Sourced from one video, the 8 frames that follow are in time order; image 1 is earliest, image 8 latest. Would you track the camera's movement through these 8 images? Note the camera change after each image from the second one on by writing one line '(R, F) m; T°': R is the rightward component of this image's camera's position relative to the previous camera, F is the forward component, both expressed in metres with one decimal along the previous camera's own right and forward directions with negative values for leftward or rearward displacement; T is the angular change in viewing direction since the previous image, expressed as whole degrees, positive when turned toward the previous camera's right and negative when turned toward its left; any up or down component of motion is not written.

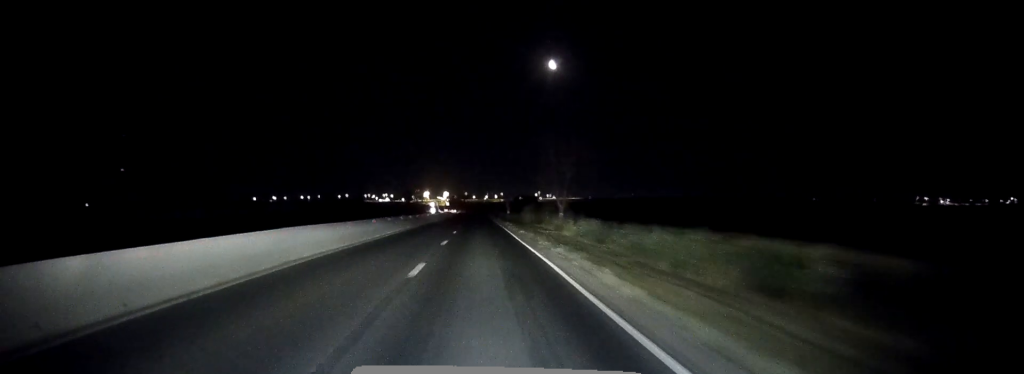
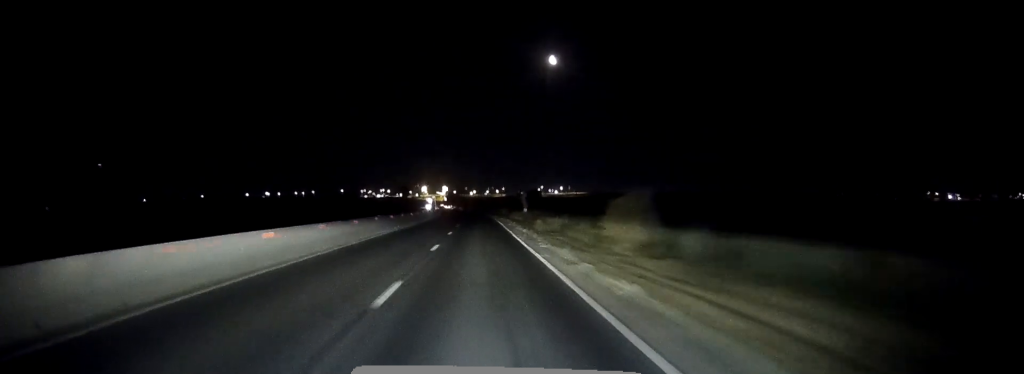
(+0.2, +52.5) m; 0°
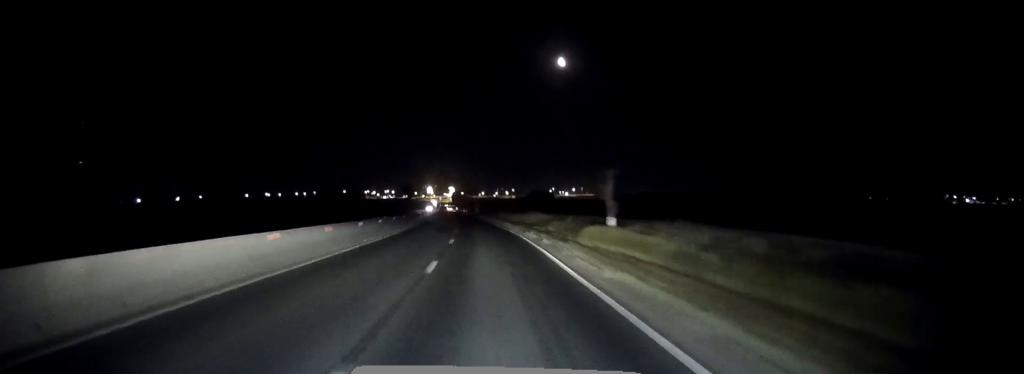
(-0.3, +55.3) m; -1°
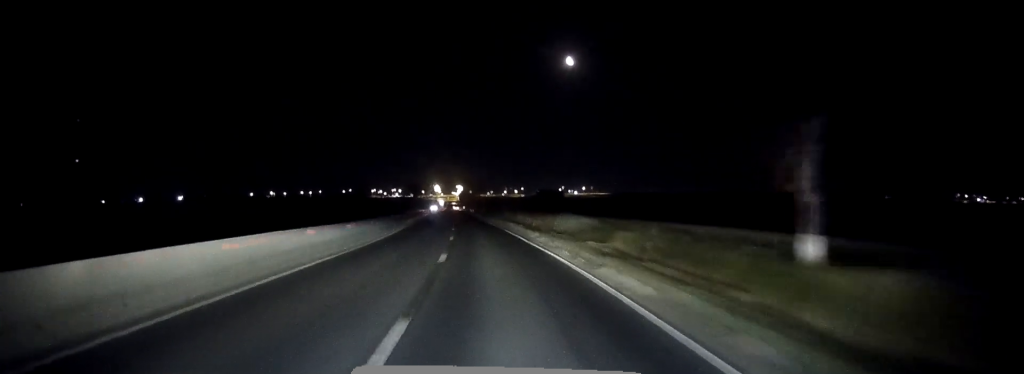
(-0.1, +21.3) m; -1°
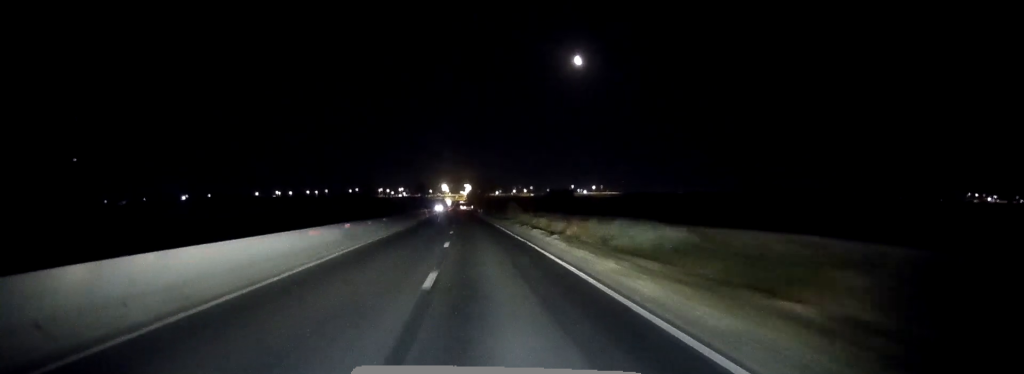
(-0.1, +17.4) m; -1°
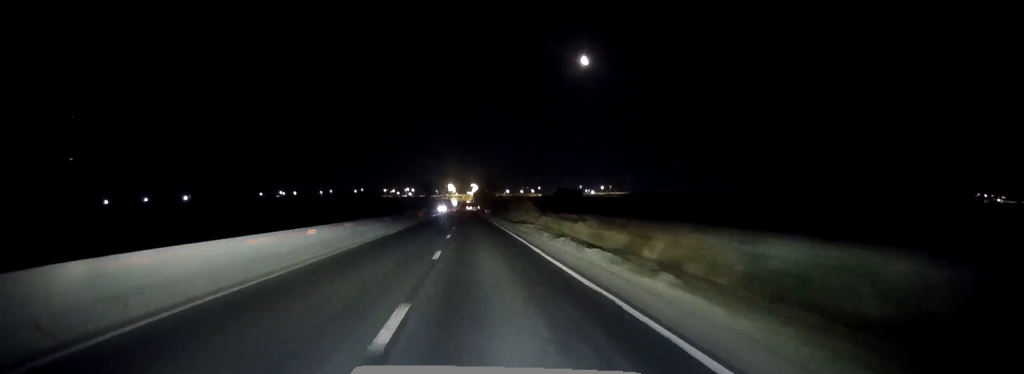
(-0.1, +17.4) m; -1°
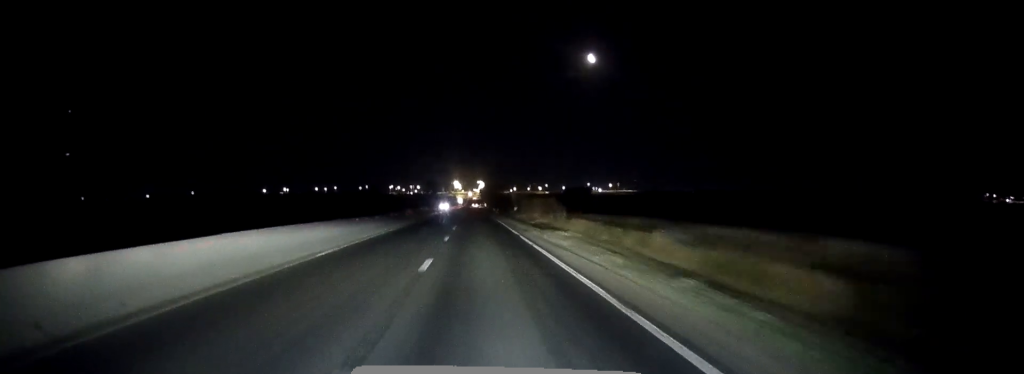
(-0.1, +16.4) m; -1°
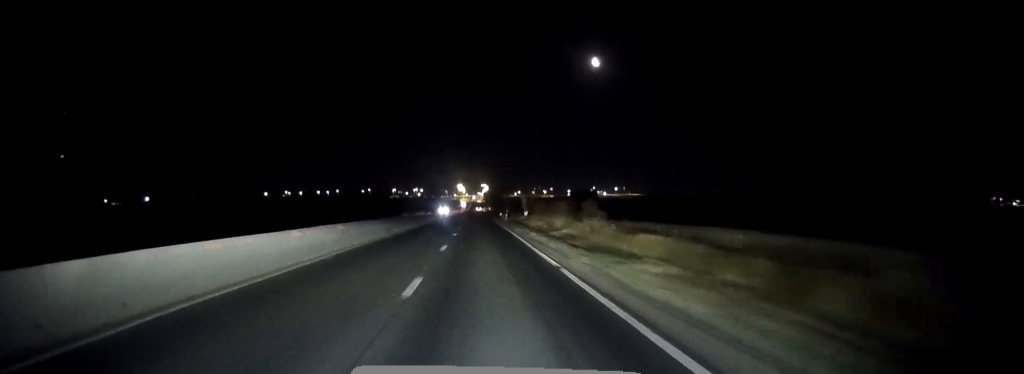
(-0.1, +15.5) m; 0°
